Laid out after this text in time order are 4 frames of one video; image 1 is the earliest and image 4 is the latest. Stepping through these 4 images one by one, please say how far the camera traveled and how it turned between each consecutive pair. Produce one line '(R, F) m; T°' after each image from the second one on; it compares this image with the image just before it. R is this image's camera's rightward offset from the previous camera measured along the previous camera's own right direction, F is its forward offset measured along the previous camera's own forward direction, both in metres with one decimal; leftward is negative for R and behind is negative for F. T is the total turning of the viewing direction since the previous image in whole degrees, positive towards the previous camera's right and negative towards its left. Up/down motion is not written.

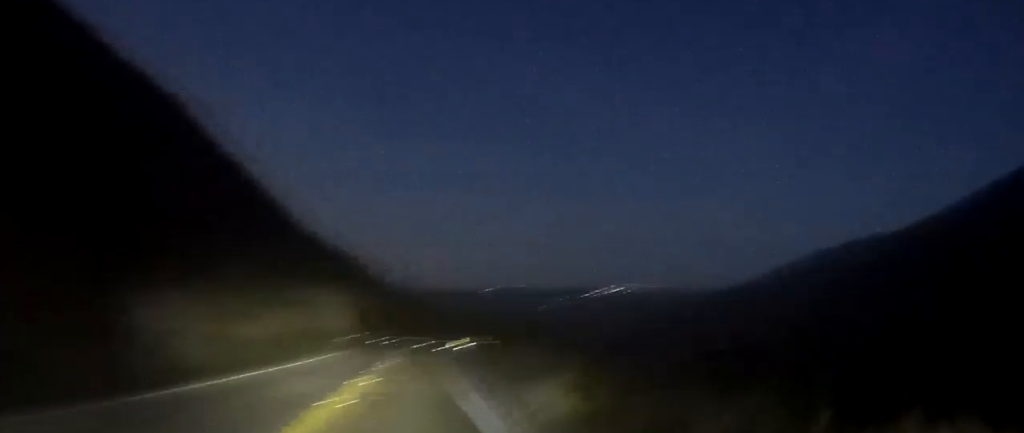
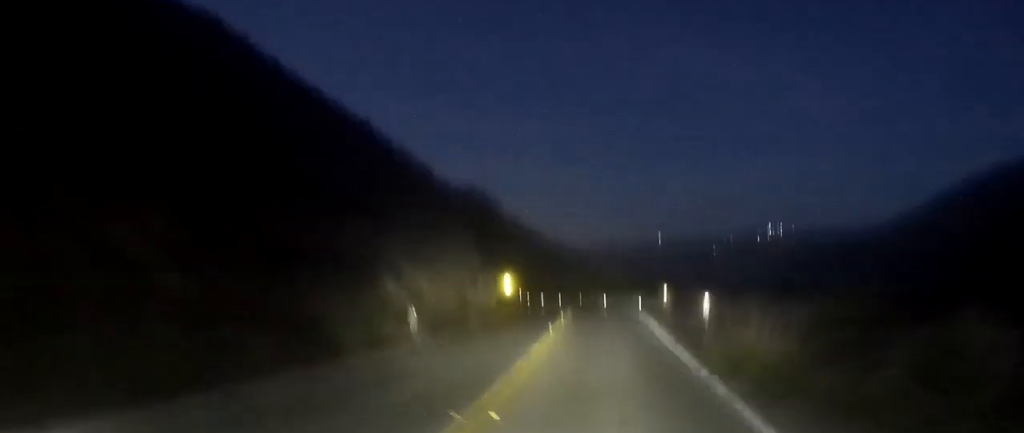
(-1.1, +29.7) m; -4°
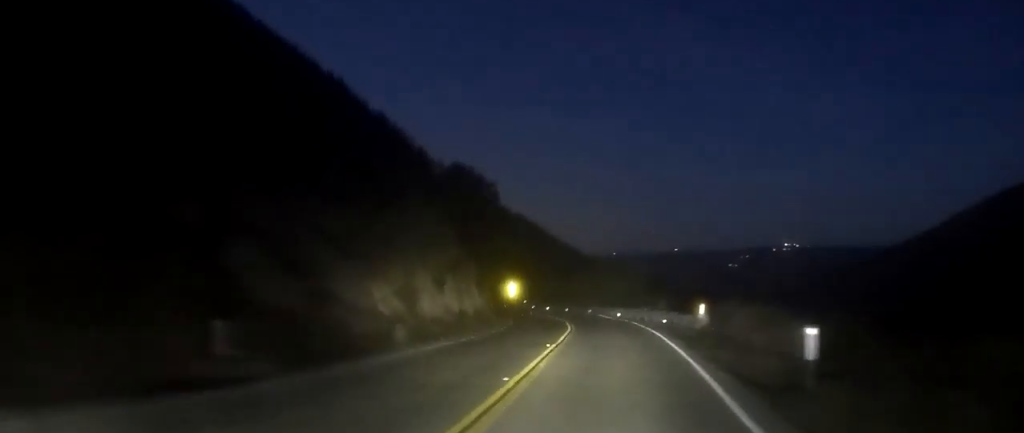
(-0.1, +11.2) m; +2°
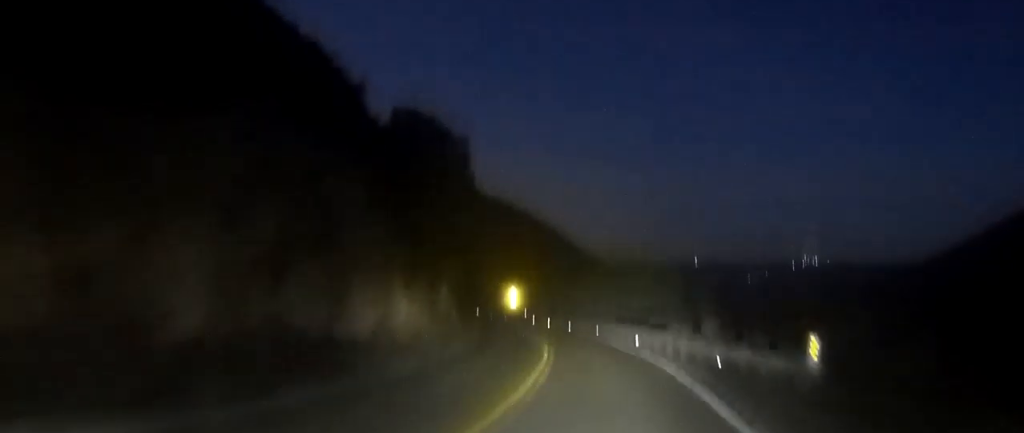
(+0.7, +16.4) m; 0°
